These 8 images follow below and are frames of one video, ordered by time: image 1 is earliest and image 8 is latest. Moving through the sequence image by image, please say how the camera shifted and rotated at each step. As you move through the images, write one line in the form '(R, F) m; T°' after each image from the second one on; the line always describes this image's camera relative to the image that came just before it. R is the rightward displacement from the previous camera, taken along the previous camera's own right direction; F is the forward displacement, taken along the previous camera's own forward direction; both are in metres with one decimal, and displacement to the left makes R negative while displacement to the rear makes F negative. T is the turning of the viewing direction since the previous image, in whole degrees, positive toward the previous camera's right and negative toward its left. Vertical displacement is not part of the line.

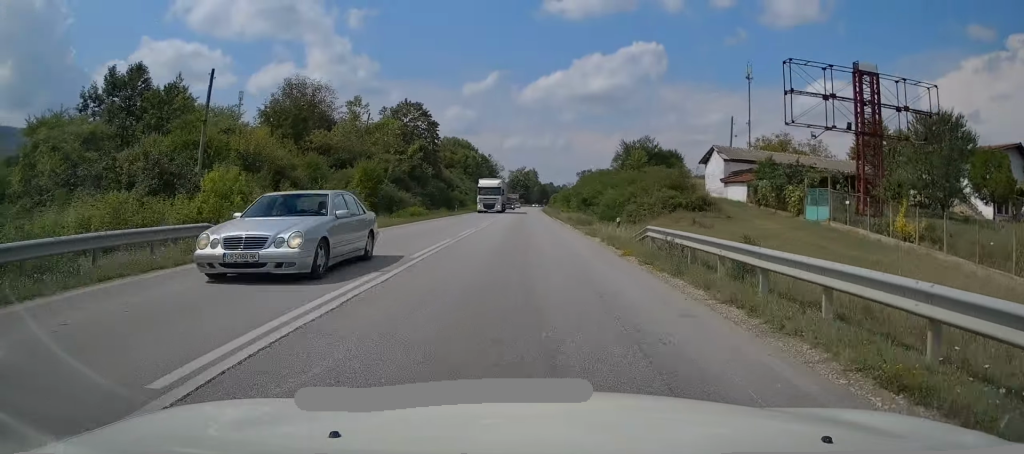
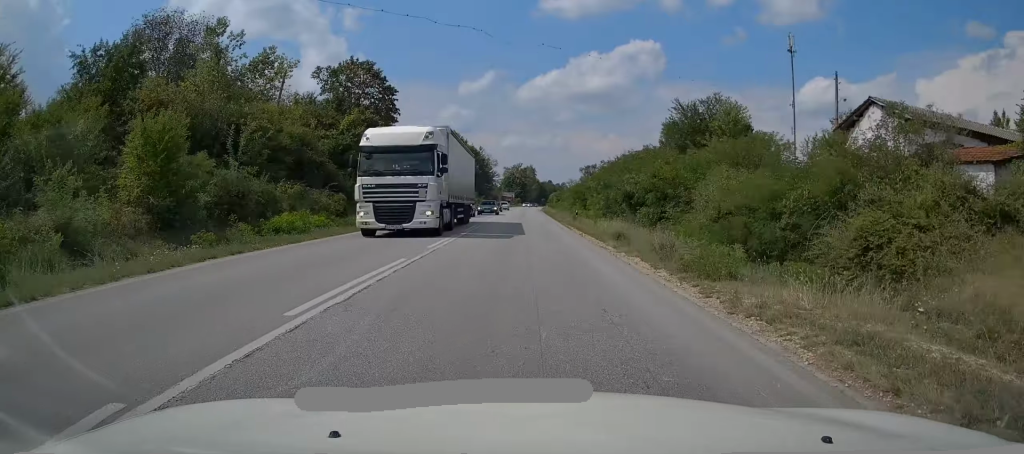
(0.0, +24.4) m; +1°
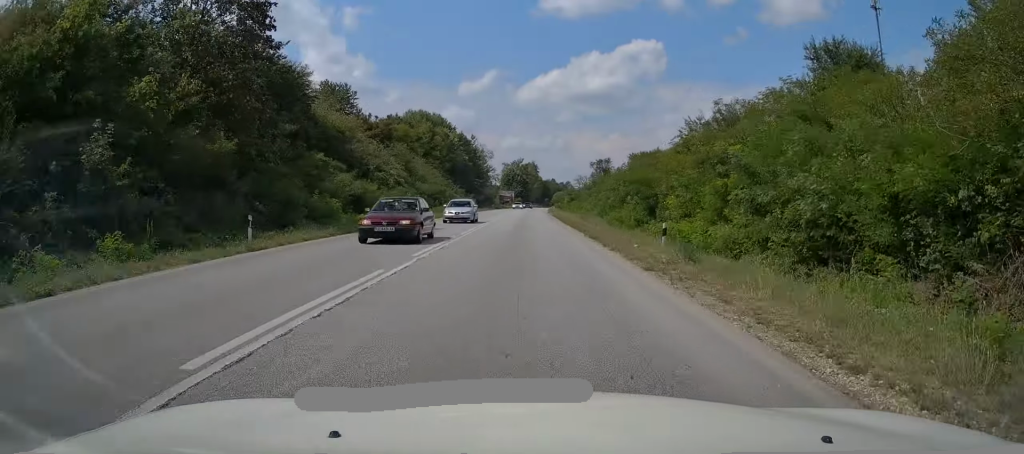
(+0.2, +28.9) m; 0°
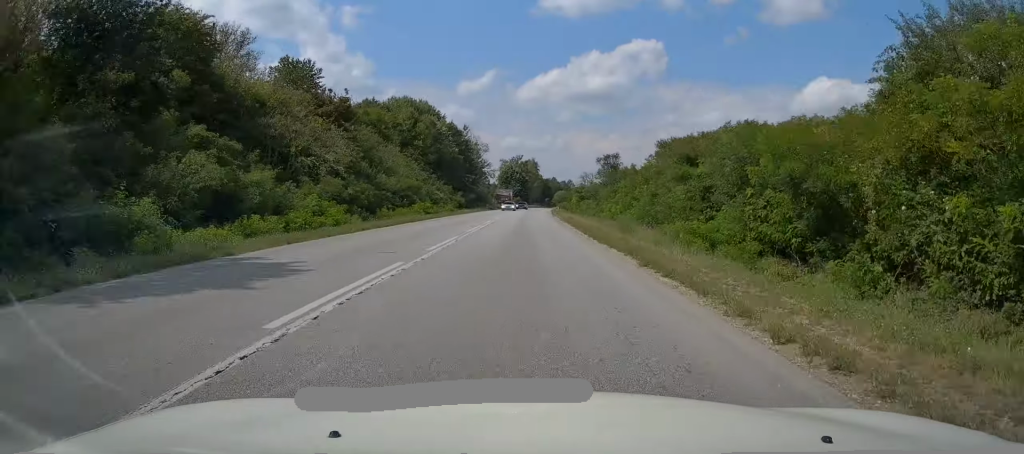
(-0.2, +16.5) m; 0°
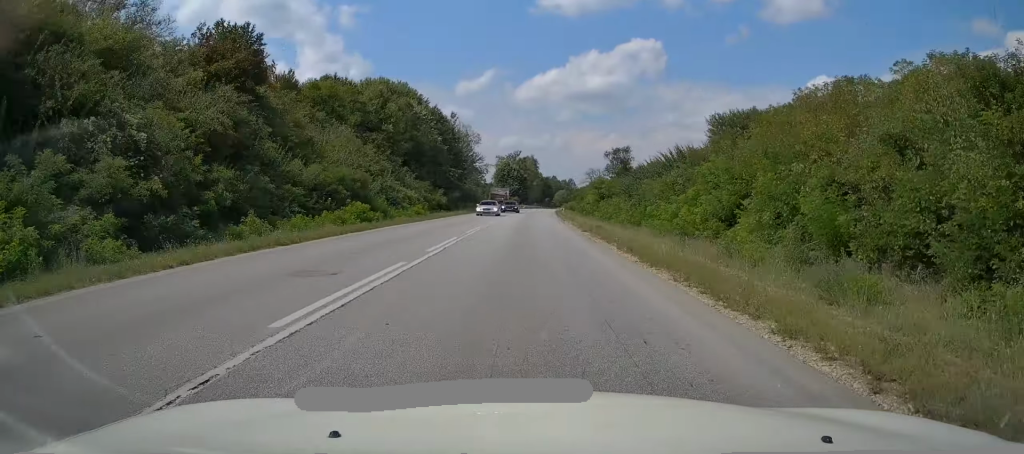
(-0.1, +18.1) m; 0°
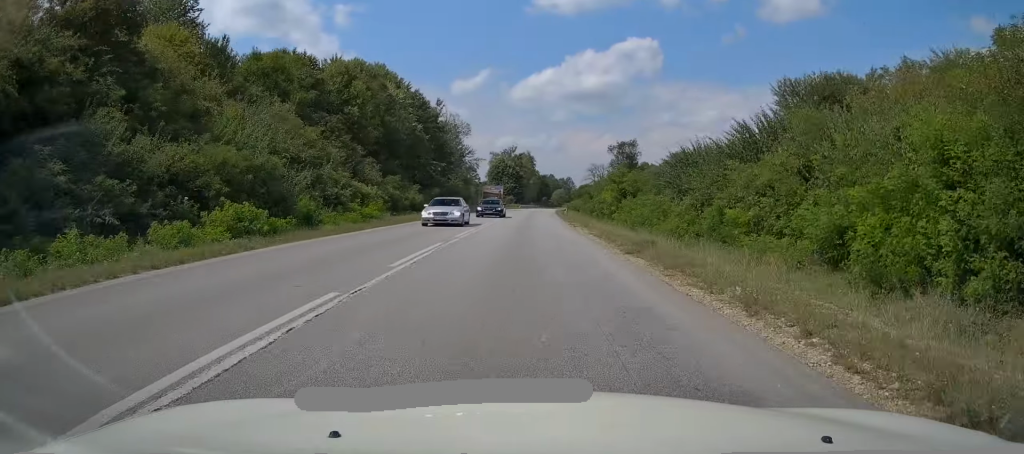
(+0.1, +12.6) m; +1°
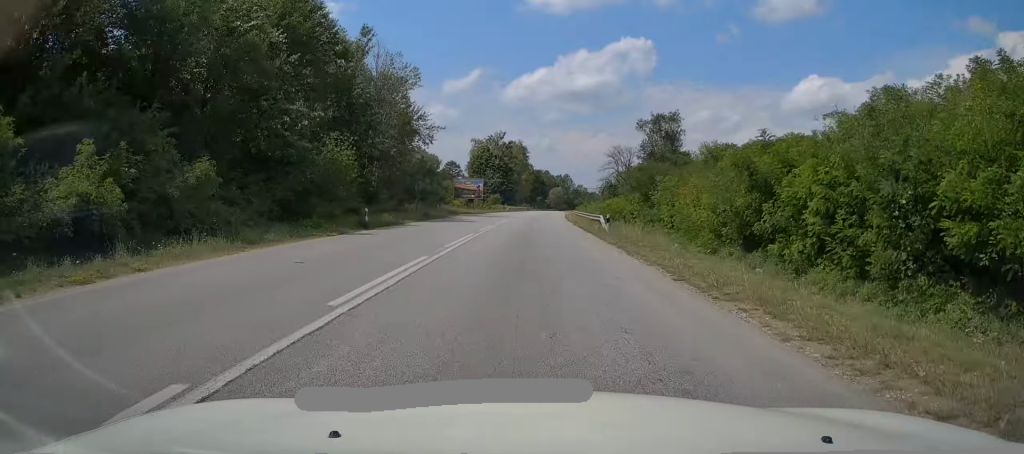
(+0.6, +39.4) m; +2°
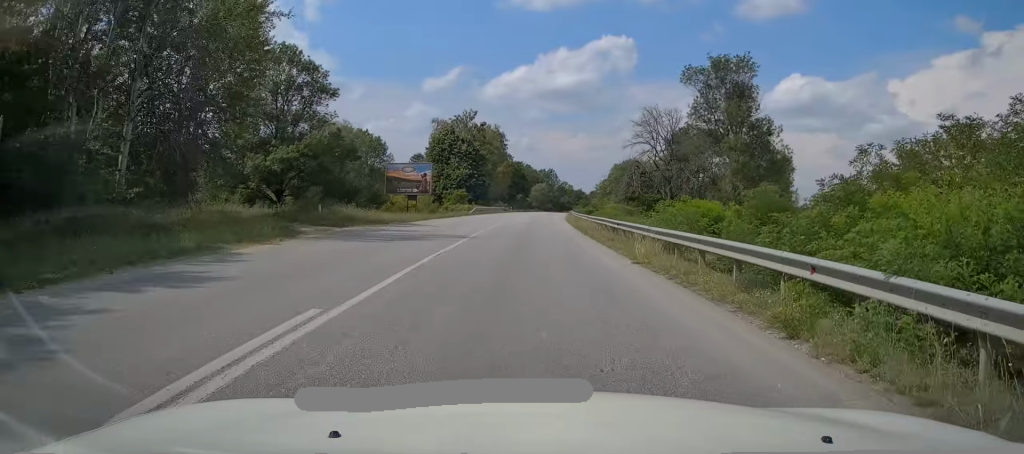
(+0.3, +33.2) m; +1°
